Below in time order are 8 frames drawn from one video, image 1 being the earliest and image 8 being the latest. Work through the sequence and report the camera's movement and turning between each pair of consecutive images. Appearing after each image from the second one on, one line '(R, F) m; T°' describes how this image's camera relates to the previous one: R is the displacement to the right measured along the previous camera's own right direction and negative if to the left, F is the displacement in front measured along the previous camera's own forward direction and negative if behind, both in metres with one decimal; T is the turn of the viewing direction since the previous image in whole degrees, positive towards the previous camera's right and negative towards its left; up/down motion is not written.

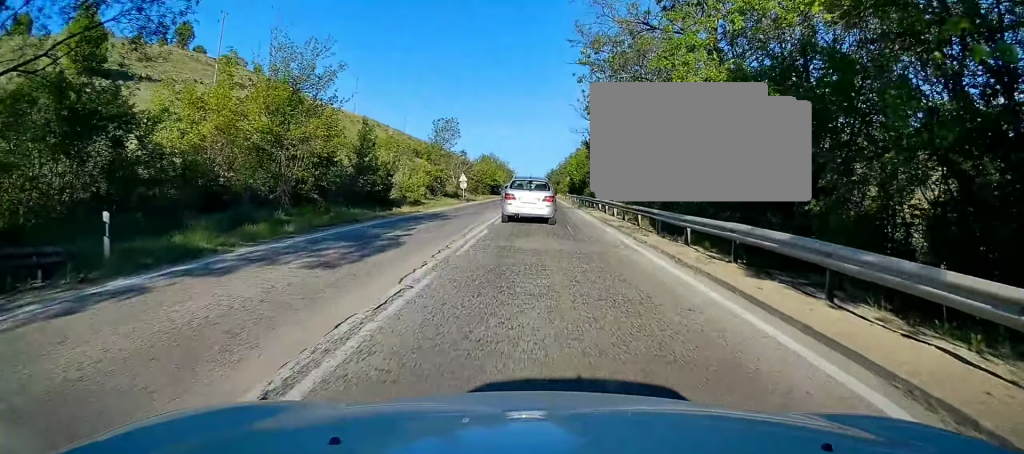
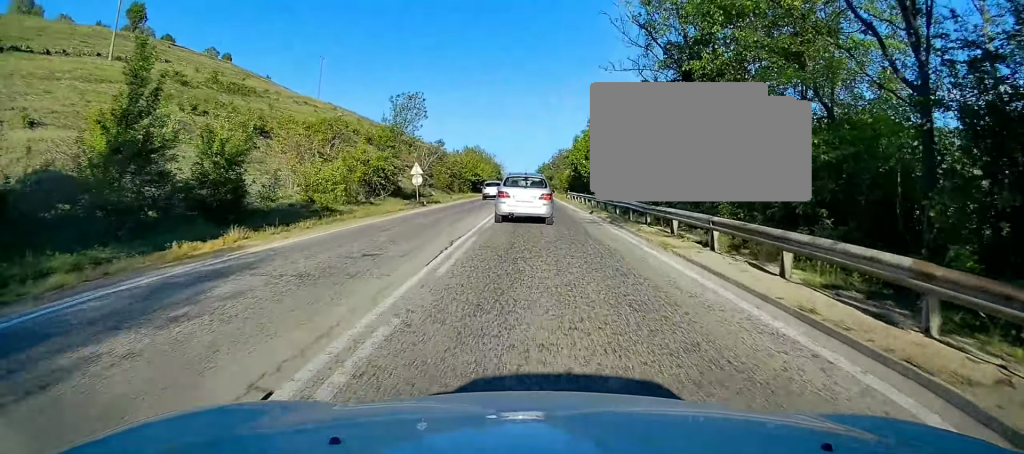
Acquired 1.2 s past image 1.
(-0.4, +21.1) m; -1°
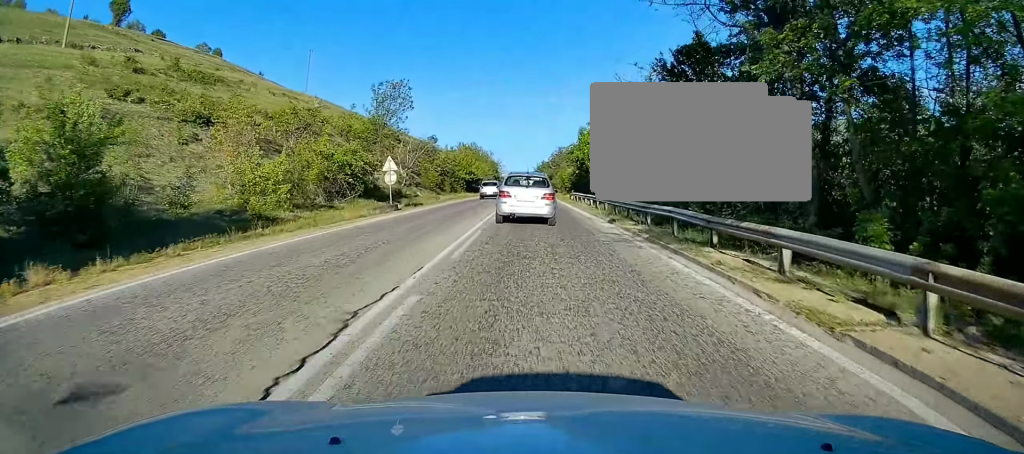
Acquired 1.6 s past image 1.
(0.0, +7.6) m; 0°
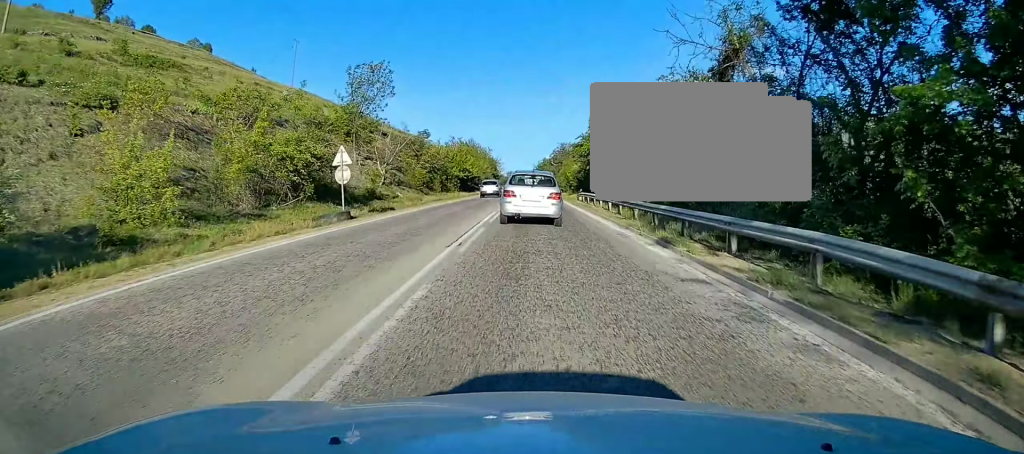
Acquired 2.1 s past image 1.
(0.0, +8.7) m; 0°
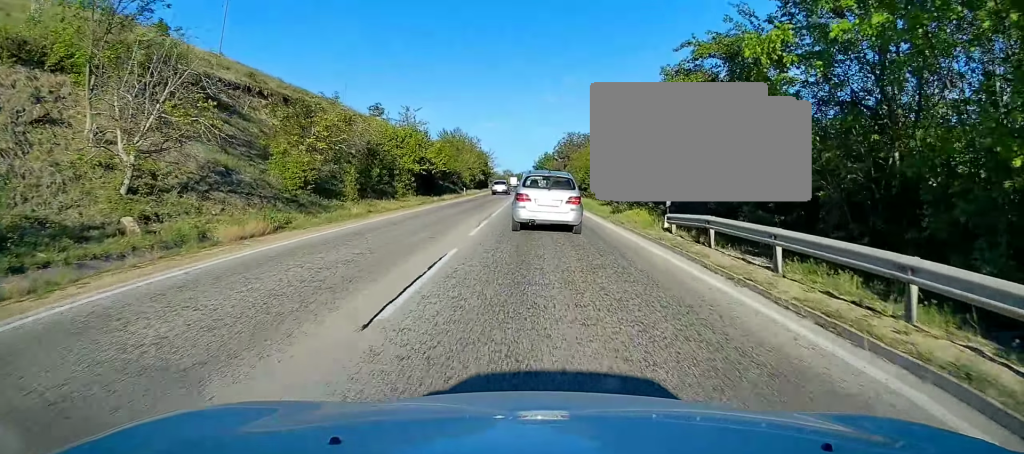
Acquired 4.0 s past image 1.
(+0.1, +31.9) m; +2°
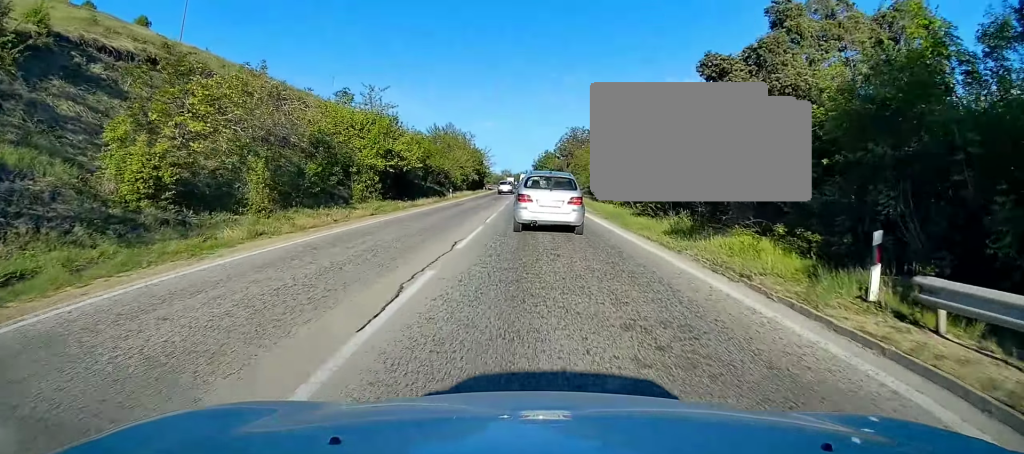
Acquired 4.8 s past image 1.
(+0.3, +12.0) m; 0°
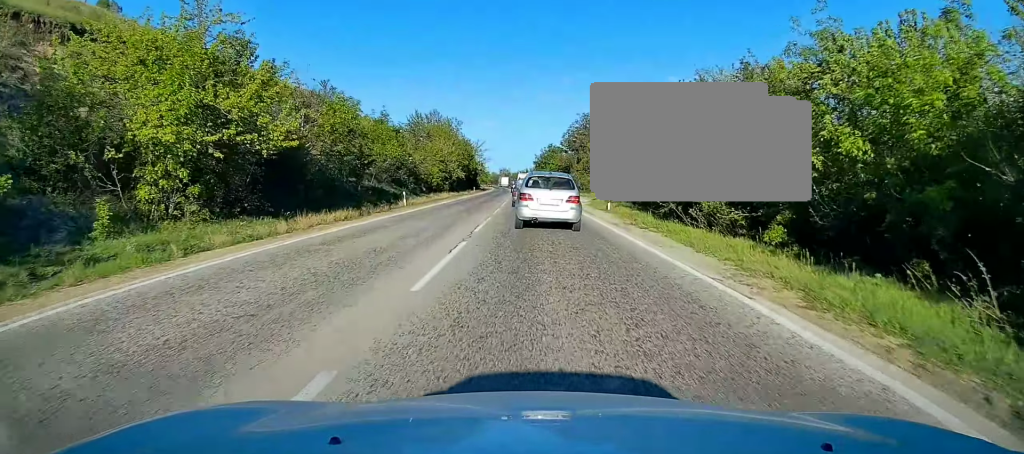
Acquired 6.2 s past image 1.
(-0.3, +22.6) m; -1°
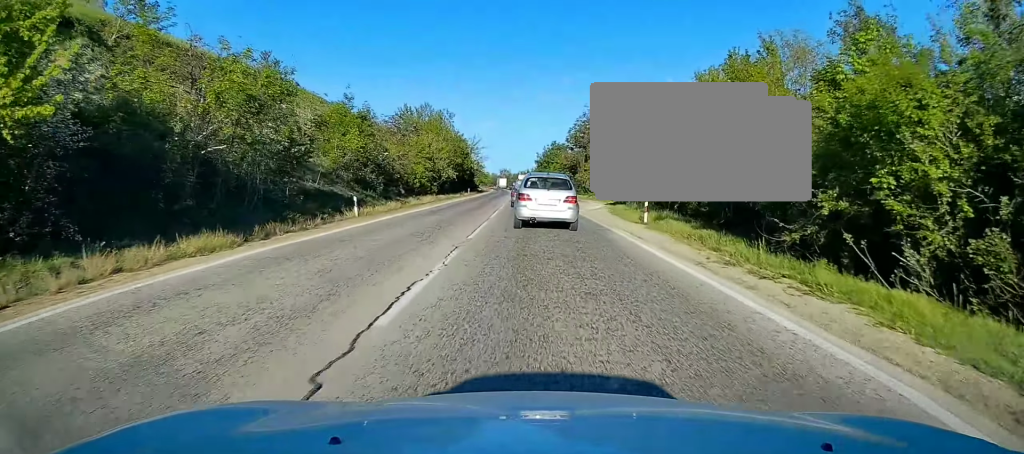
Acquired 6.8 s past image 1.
(0.0, +10.8) m; +1°
